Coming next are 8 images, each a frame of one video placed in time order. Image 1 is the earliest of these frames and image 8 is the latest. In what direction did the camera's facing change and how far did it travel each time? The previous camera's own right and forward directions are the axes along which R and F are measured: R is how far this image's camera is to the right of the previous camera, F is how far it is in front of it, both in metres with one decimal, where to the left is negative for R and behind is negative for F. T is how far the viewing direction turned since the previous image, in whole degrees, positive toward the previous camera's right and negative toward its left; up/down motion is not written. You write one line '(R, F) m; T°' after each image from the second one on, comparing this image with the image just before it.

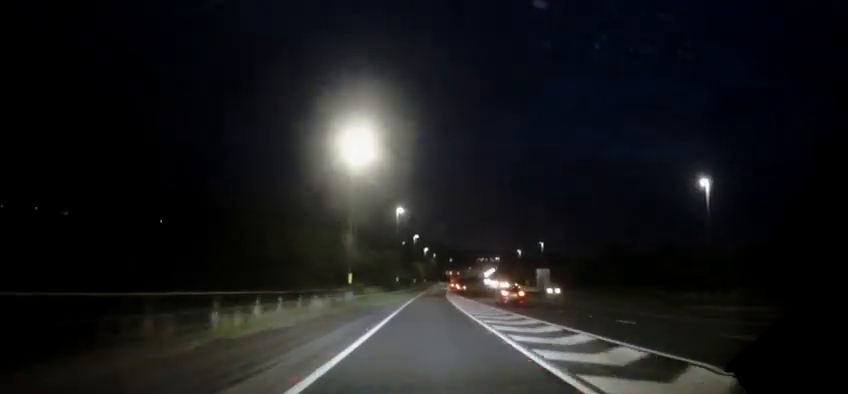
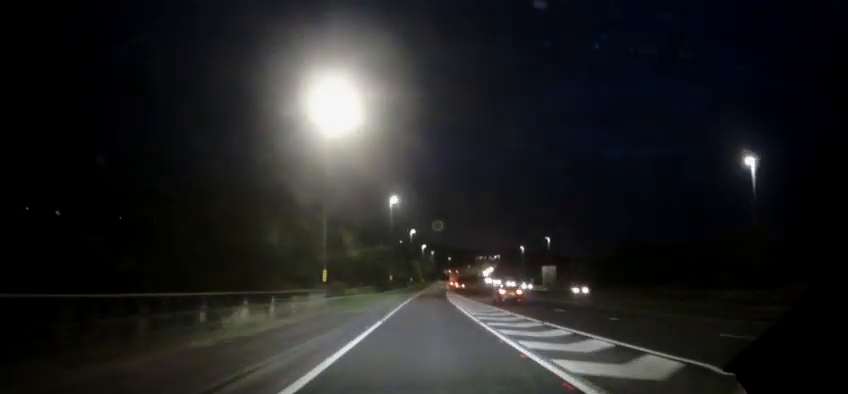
(0.0, +8.6) m; 0°
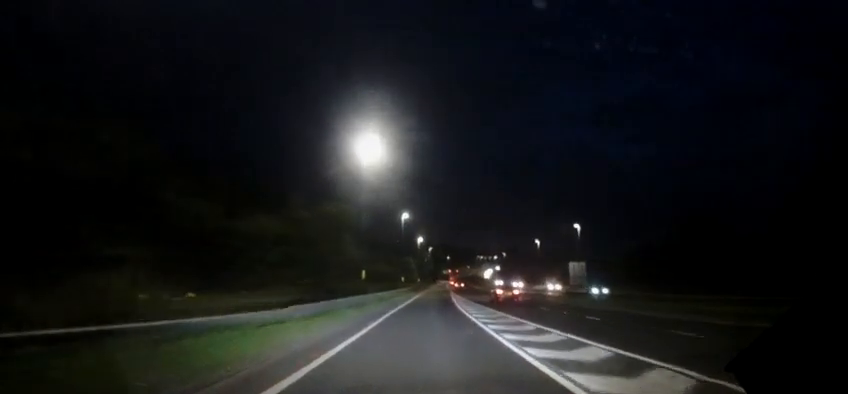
(0.0, +25.0) m; 0°
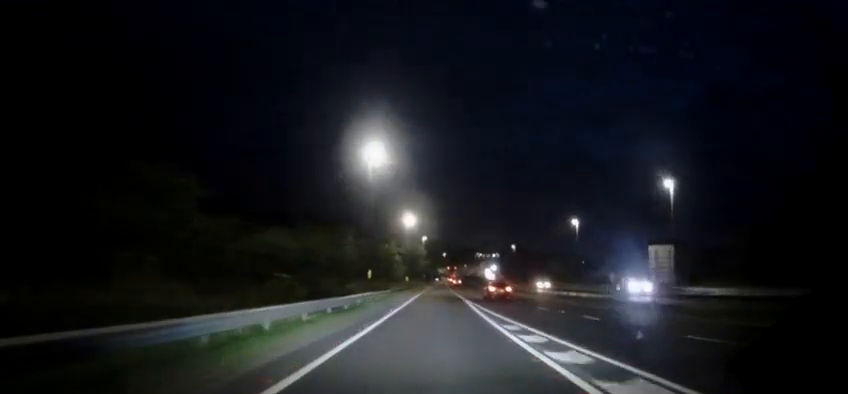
(+0.4, +38.1) m; +1°
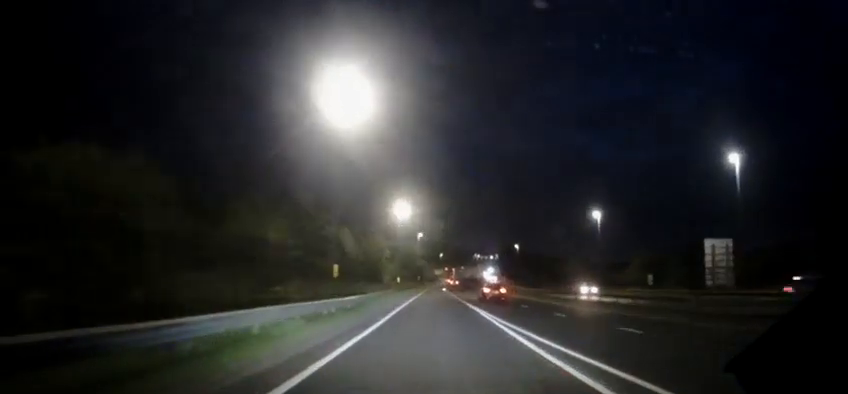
(-0.1, +13.6) m; +1°
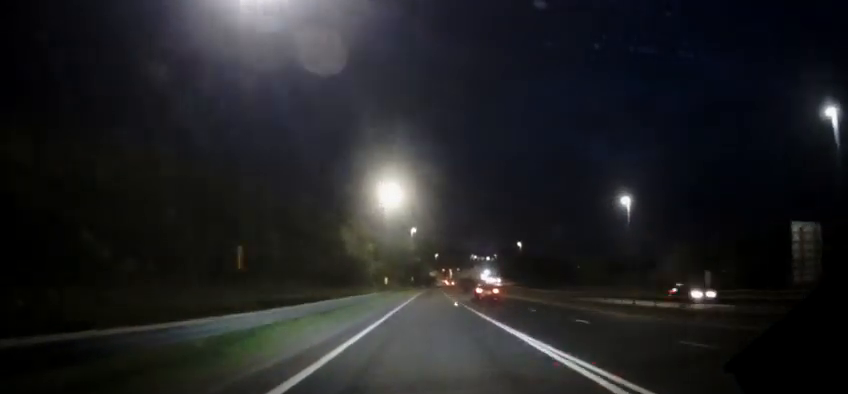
(+0.3, +13.8) m; +1°
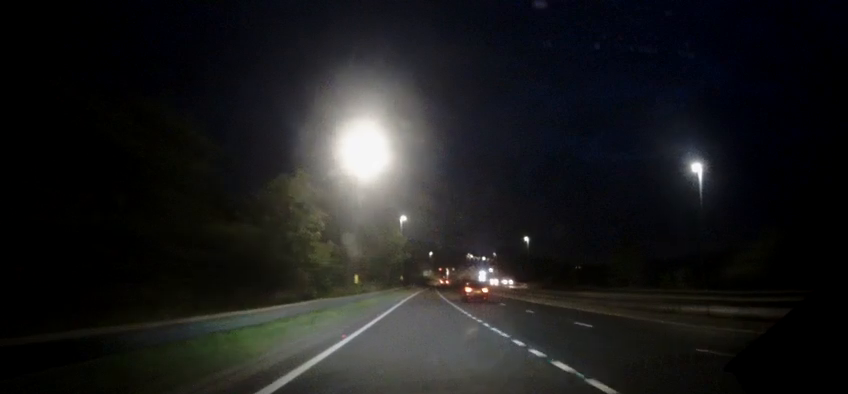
(+0.2, +19.8) m; +1°
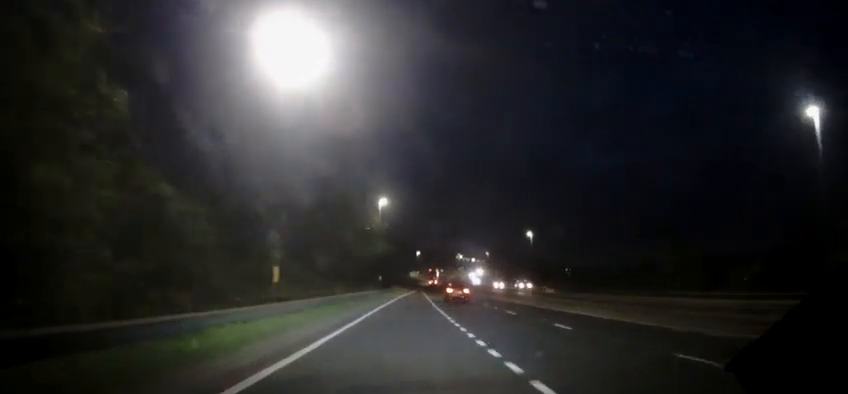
(0.0, +18.6) m; 0°
